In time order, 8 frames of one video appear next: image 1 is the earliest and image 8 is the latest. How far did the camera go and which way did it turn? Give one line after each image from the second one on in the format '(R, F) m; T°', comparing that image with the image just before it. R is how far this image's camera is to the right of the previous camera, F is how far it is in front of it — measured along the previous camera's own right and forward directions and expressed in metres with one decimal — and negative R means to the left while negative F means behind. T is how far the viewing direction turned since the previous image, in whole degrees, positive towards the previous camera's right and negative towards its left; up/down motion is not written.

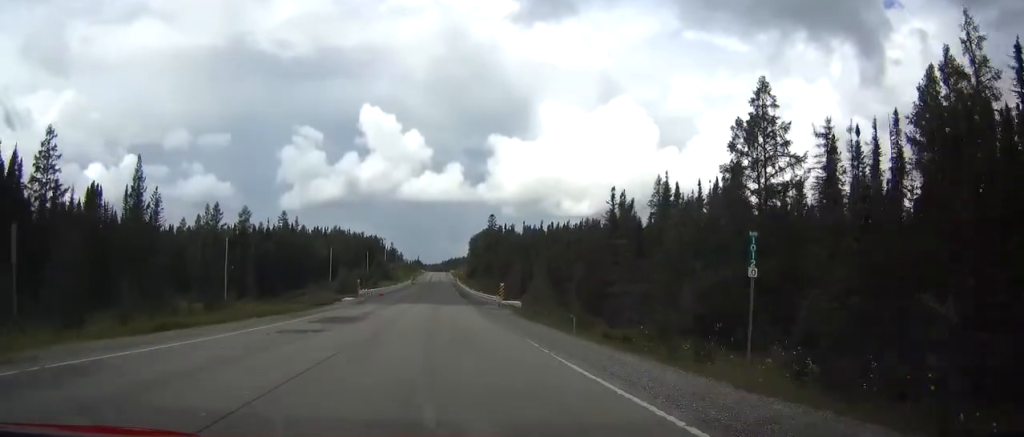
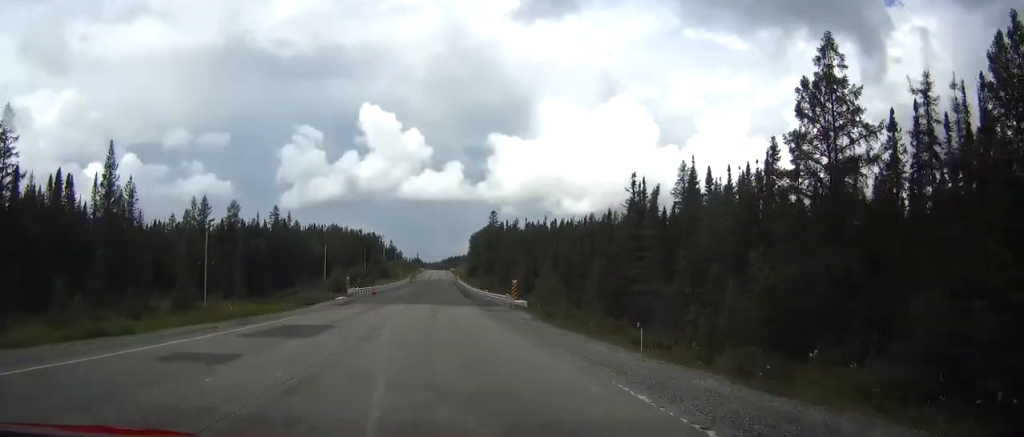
(0.0, +8.5) m; 0°
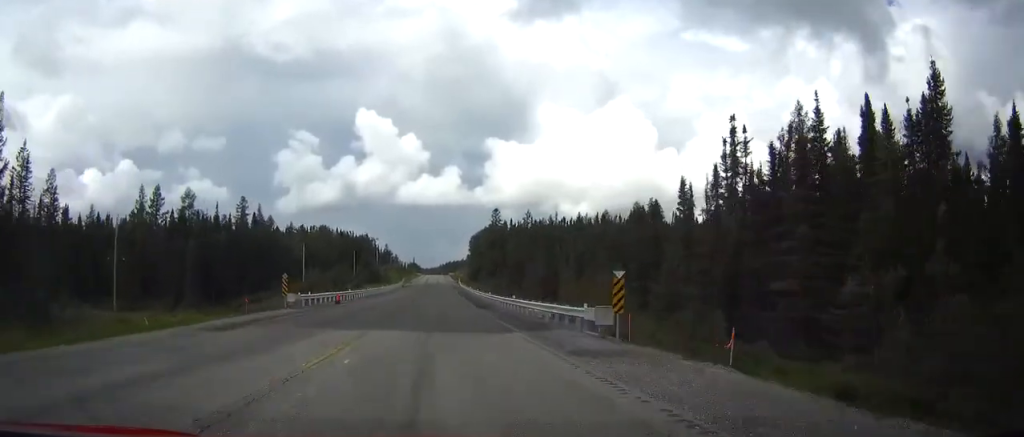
(0.0, +25.5) m; 0°
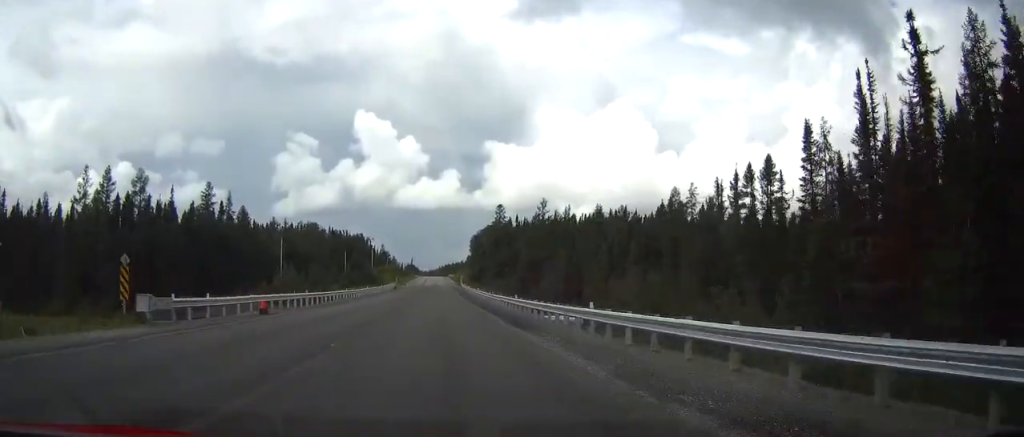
(0.0, +20.6) m; 0°
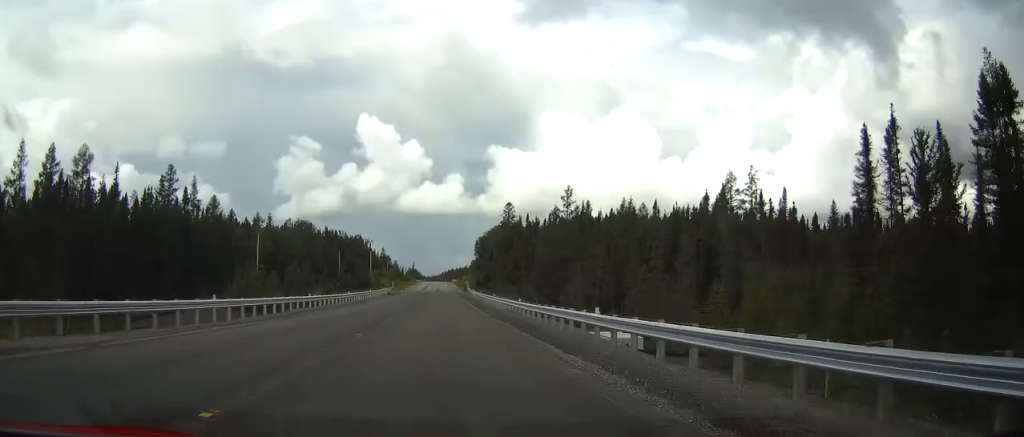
(0.0, +19.2) m; 0°
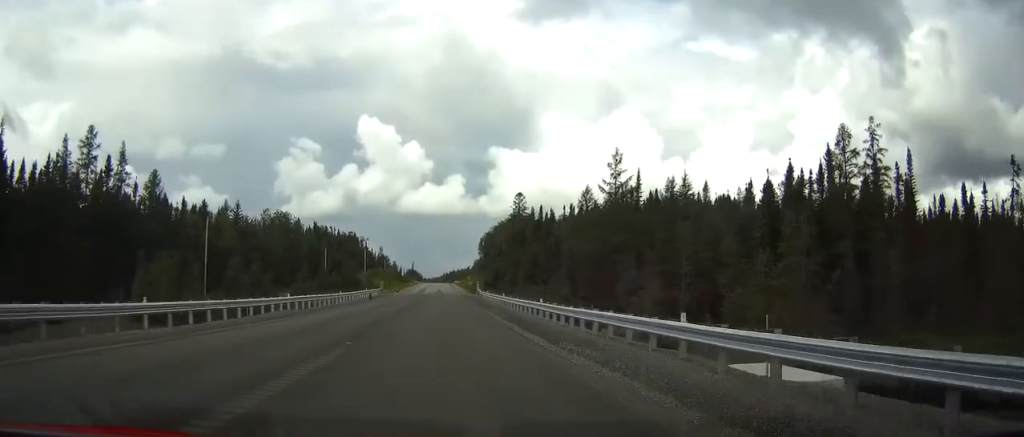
(0.0, +25.7) m; 0°
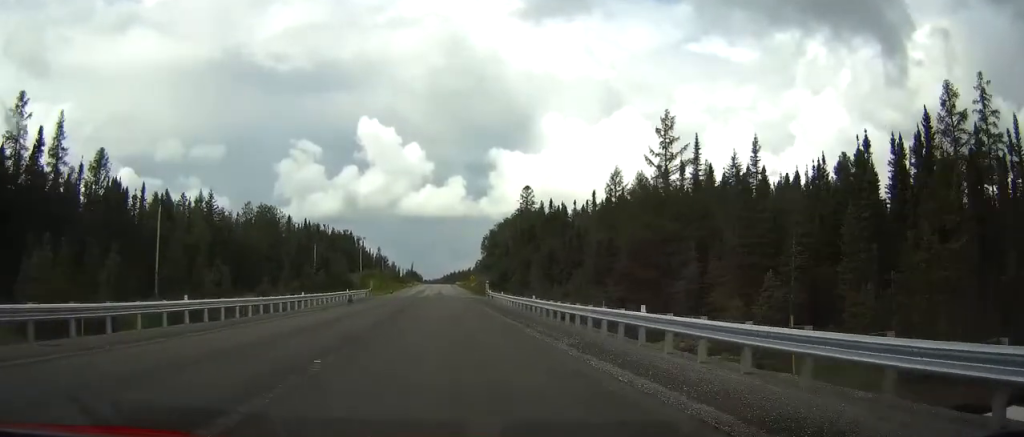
(-0.1, +15.8) m; 0°
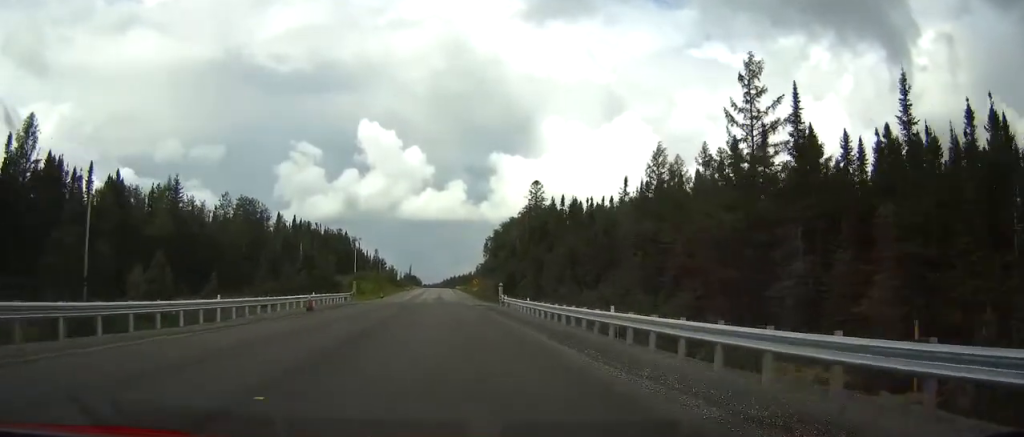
(-0.1, +15.8) m; 0°
